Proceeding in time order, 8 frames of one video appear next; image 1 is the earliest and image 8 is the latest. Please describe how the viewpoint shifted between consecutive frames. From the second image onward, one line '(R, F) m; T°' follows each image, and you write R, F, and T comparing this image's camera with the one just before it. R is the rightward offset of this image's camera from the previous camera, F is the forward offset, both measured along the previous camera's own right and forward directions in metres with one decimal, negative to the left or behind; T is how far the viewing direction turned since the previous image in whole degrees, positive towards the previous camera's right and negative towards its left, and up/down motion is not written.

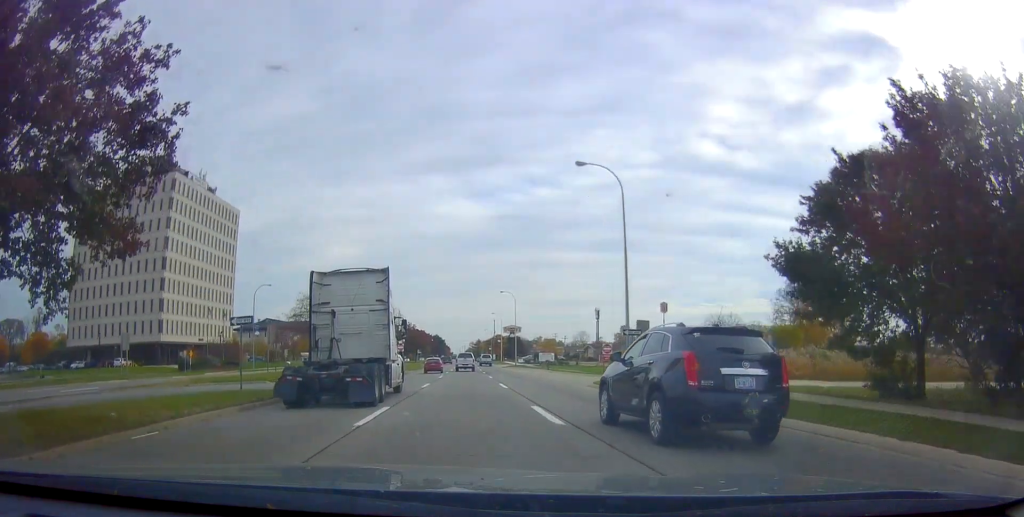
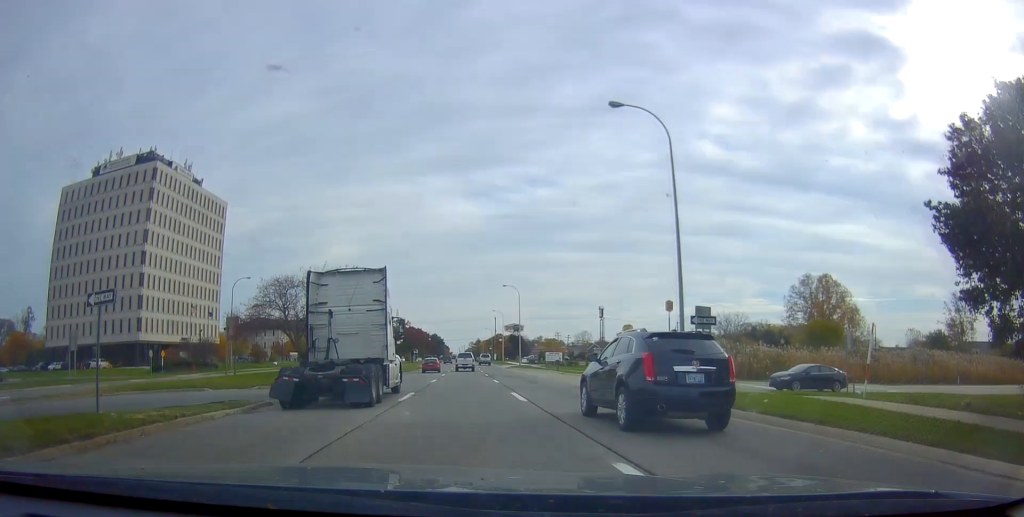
(0.0, +8.6) m; 0°
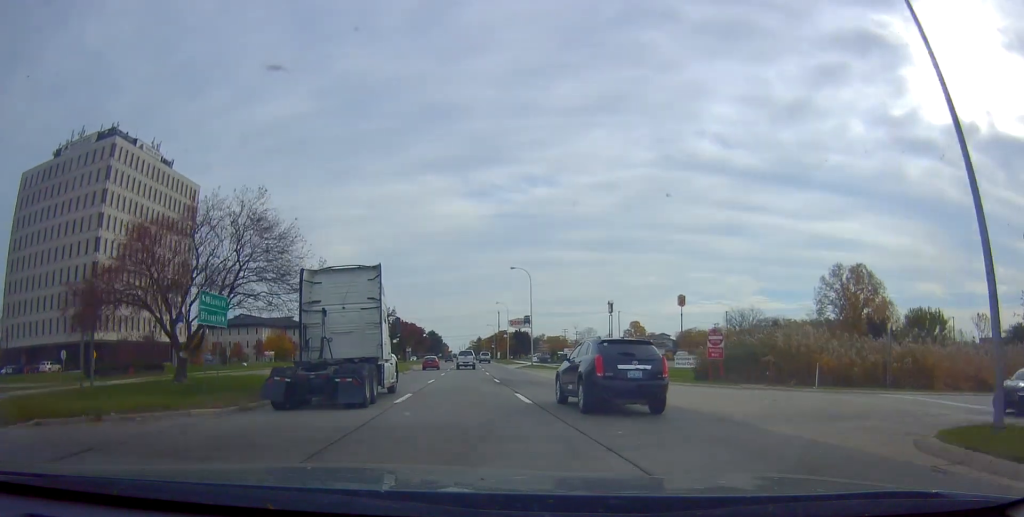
(+0.2, +16.6) m; +2°
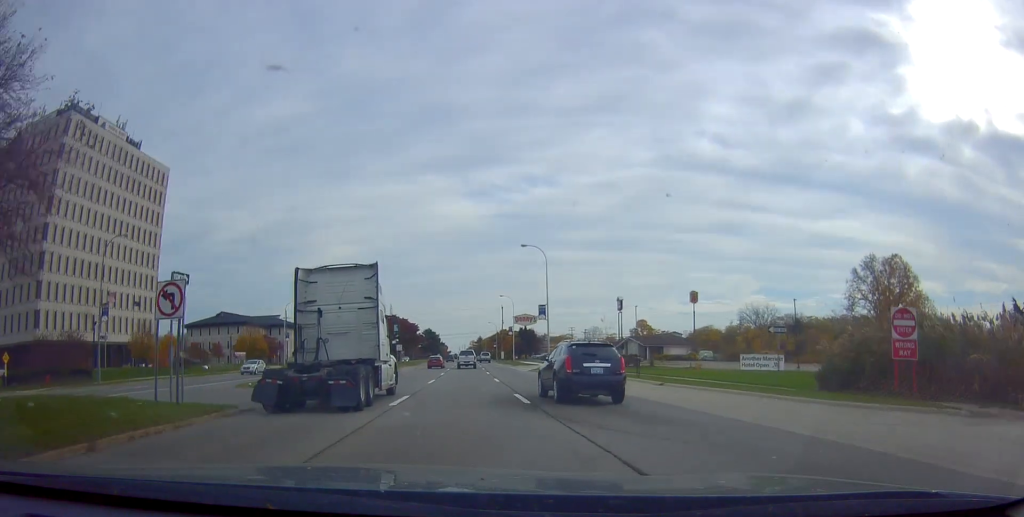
(+0.3, +15.4) m; +1°
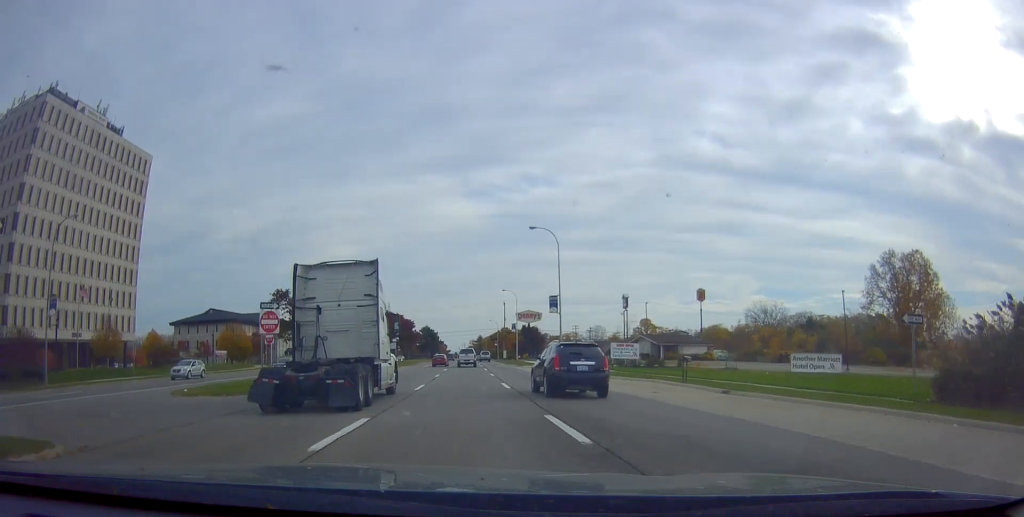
(0.0, +8.0) m; 0°
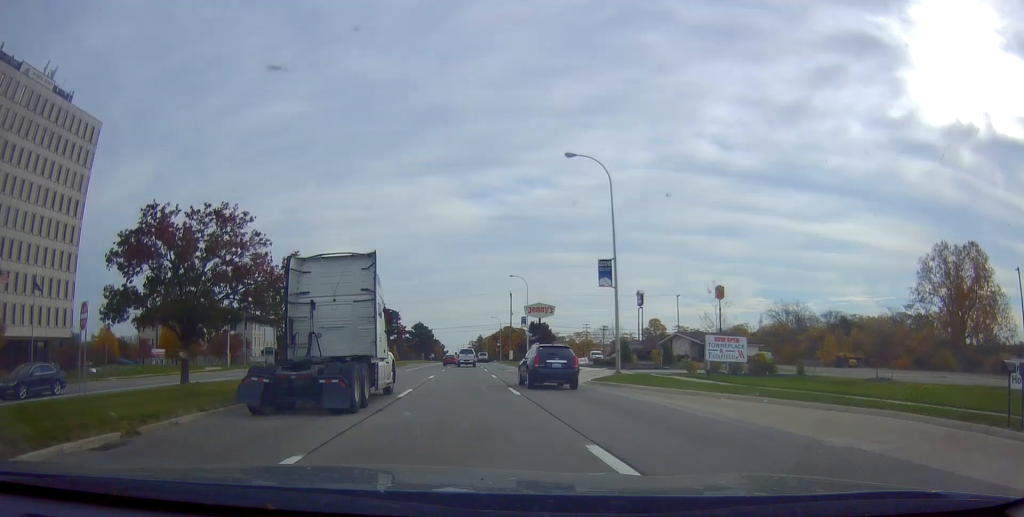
(0.0, +20.1) m; -2°
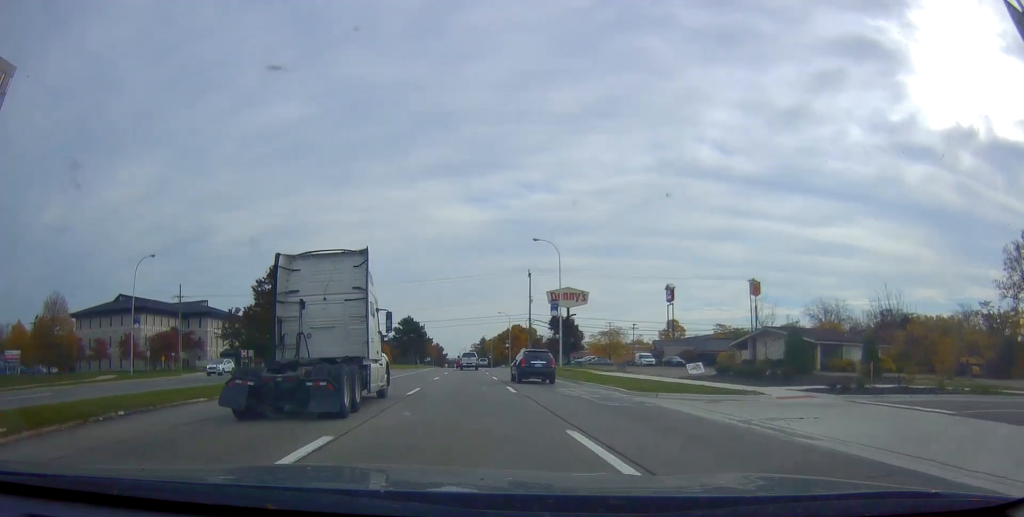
(-0.9, +28.9) m; -1°
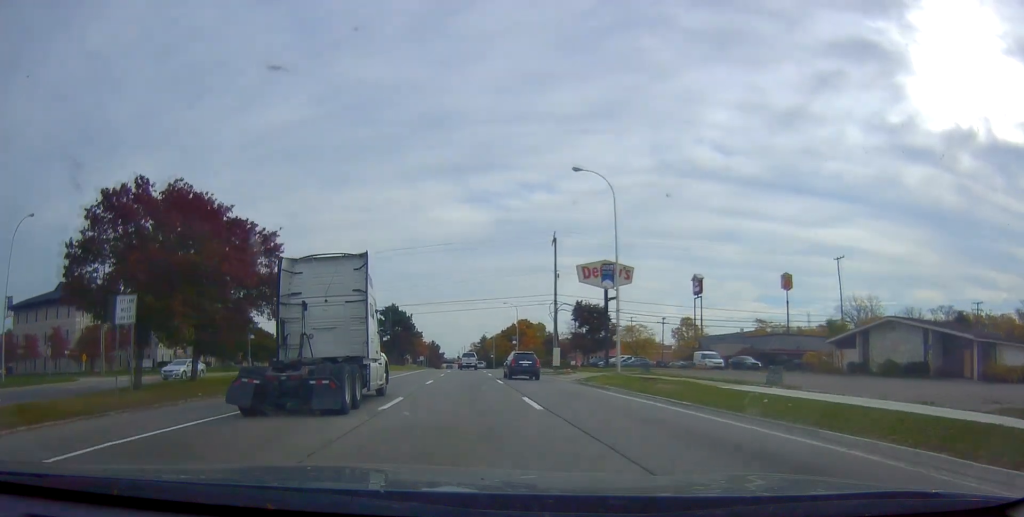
(+0.5, +21.9) m; +1°
